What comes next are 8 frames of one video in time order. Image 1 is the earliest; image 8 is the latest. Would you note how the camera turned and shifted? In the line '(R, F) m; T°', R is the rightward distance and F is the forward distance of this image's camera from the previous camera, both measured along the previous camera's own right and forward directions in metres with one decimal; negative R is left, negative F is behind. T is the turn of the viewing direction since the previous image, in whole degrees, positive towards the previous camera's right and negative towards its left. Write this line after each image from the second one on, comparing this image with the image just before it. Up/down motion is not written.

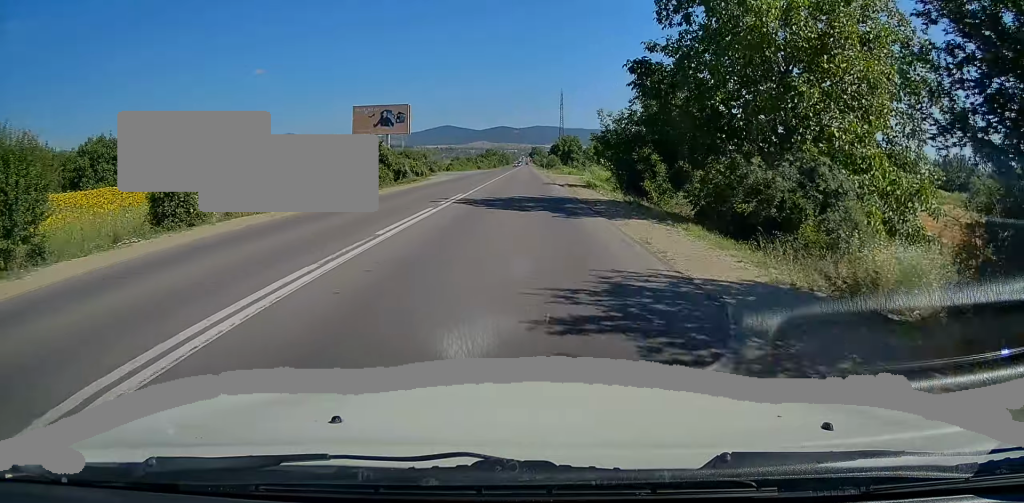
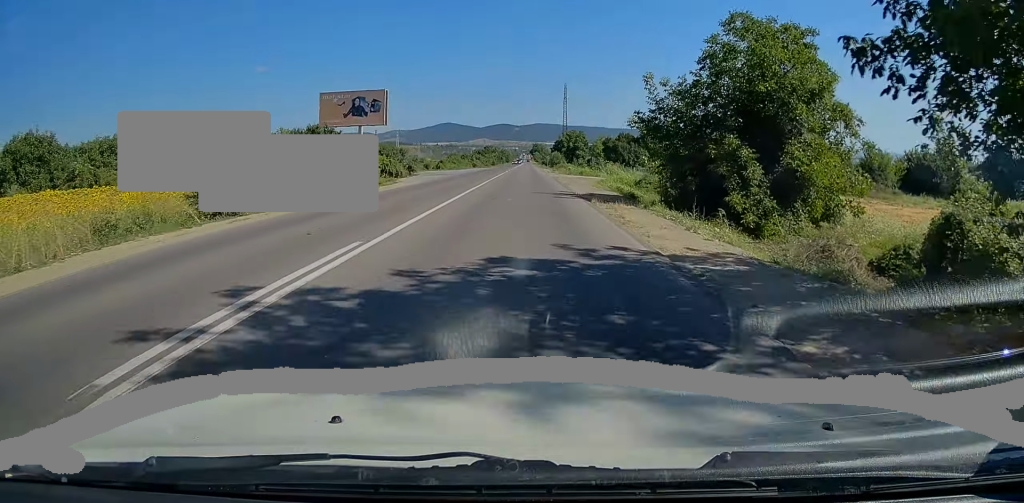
(0.0, +15.2) m; 0°
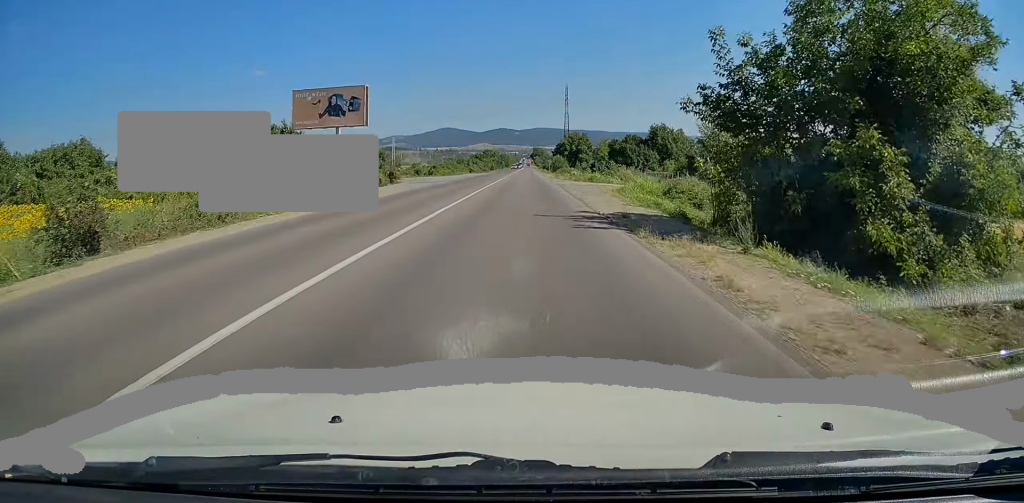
(0.0, +9.0) m; 0°
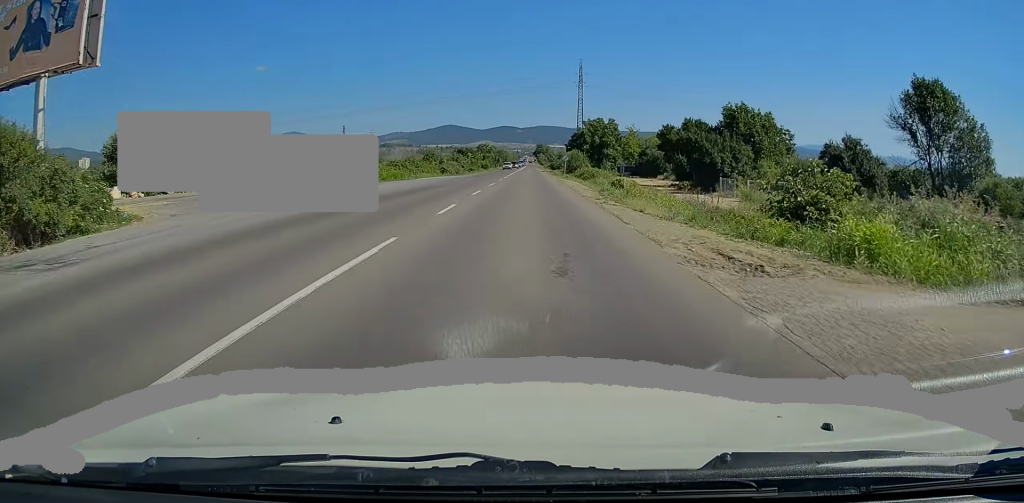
(0.0, +43.7) m; 0°
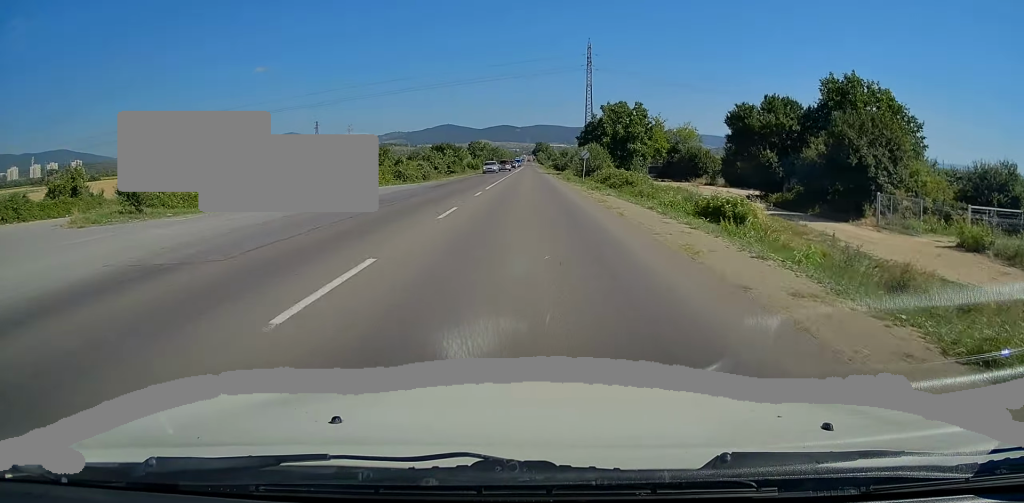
(0.0, +27.7) m; 0°
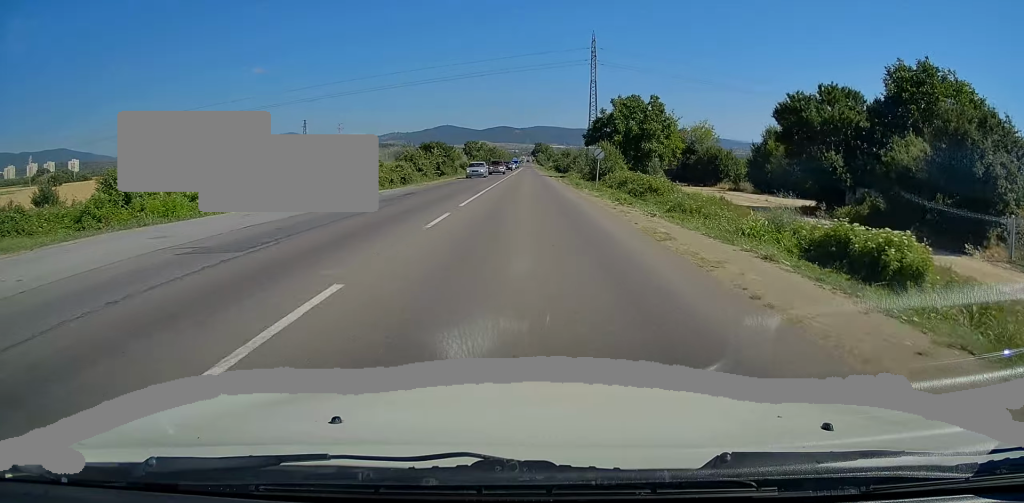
(-0.1, +10.4) m; 0°
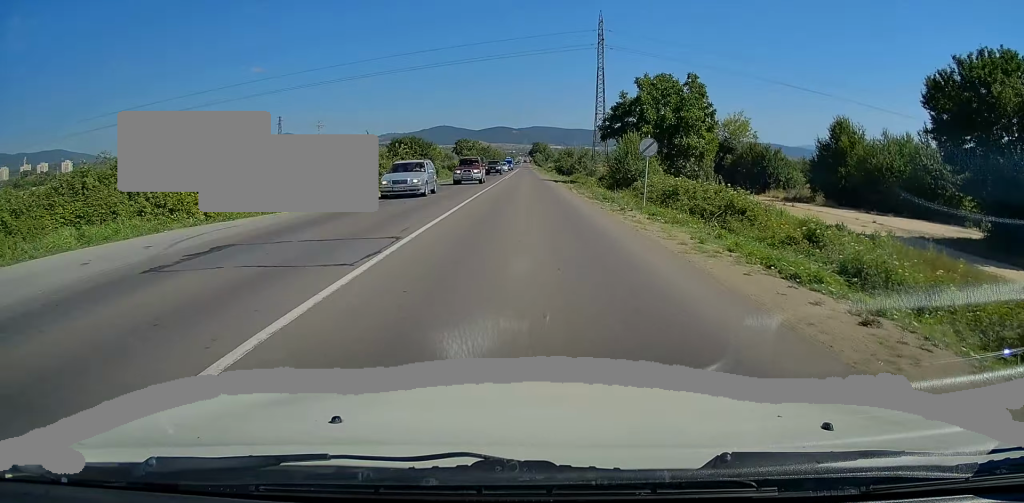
(0.0, +17.3) m; 0°
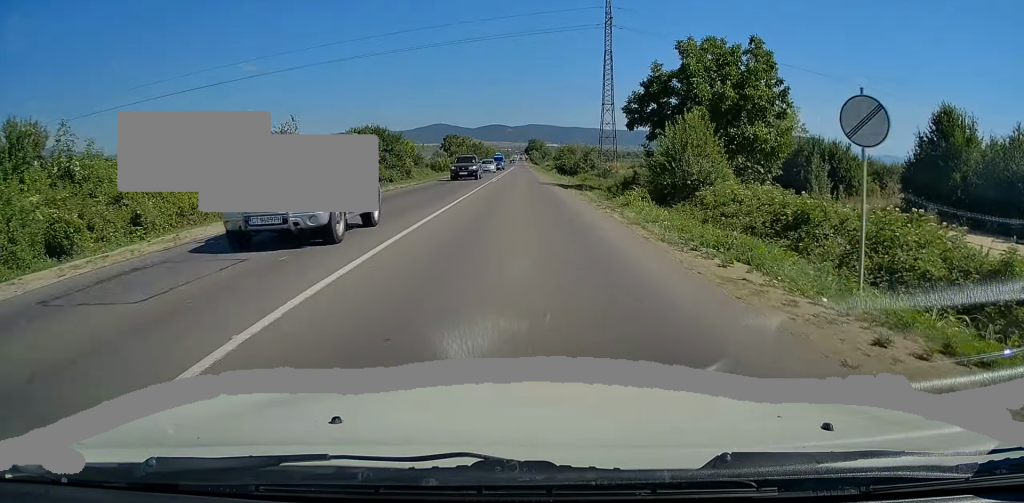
(+0.2, +16.0) m; 0°
